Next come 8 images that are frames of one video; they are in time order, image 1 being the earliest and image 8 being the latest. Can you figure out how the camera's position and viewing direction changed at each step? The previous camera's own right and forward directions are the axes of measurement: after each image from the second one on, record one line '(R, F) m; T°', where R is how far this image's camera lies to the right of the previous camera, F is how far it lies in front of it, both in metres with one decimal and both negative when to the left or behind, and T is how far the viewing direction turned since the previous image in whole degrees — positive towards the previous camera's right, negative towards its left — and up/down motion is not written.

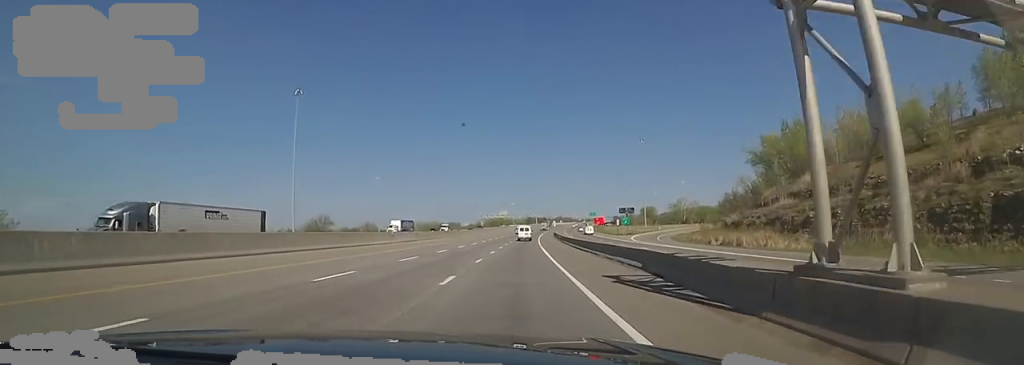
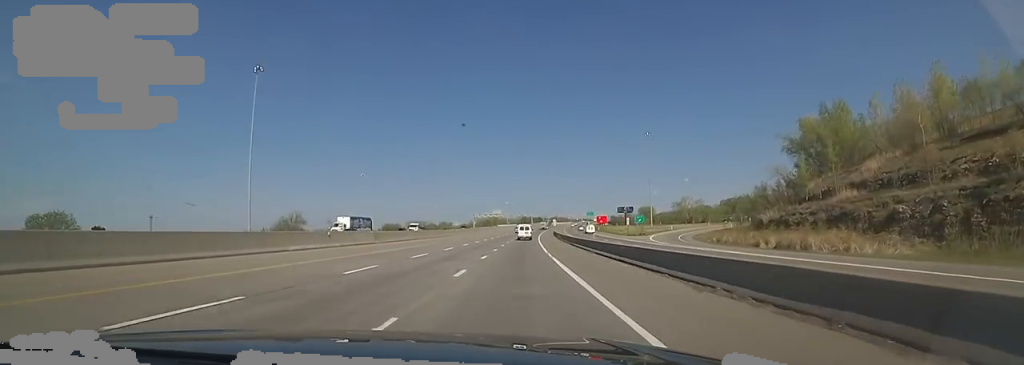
(0.0, +17.2) m; +1°
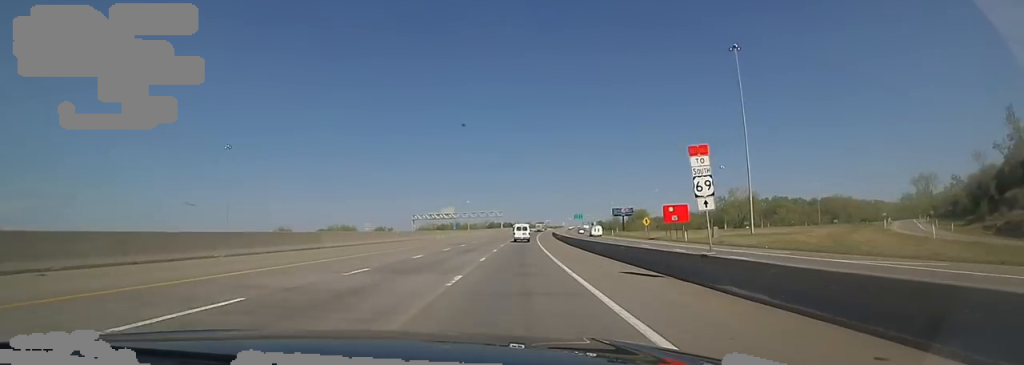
(+4.0, +99.4) m; +4°
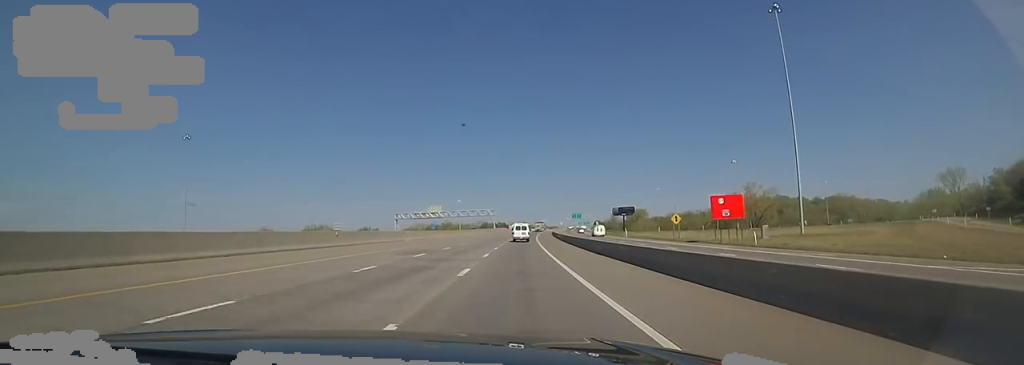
(+0.4, +18.5) m; 0°
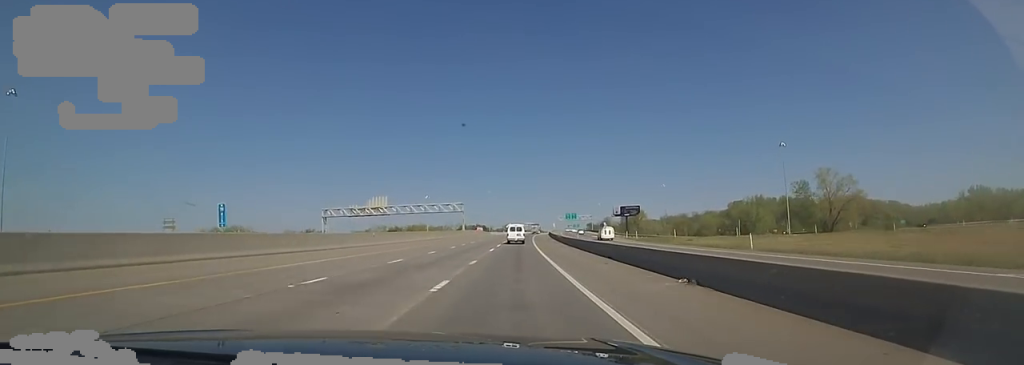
(+0.5, +53.3) m; +3°
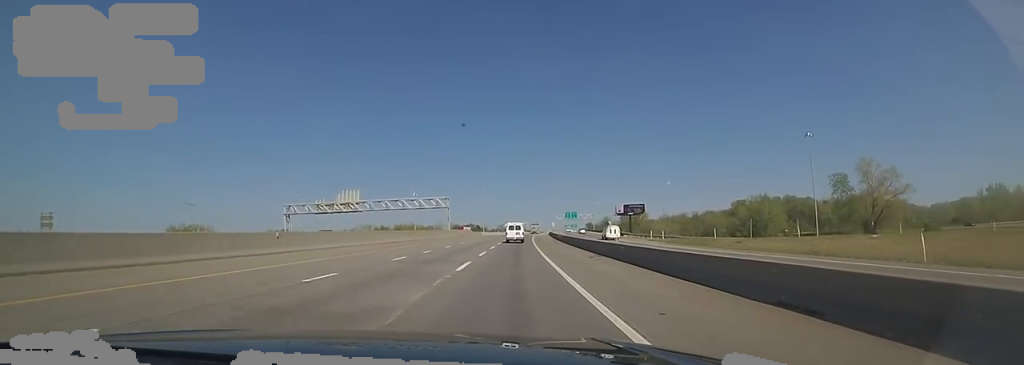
(+0.2, +18.5) m; +2°
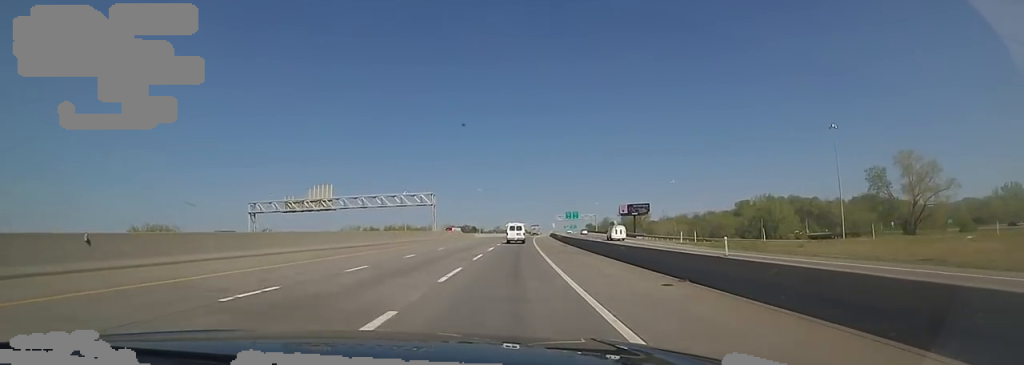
(+0.3, +13.7) m; 0°
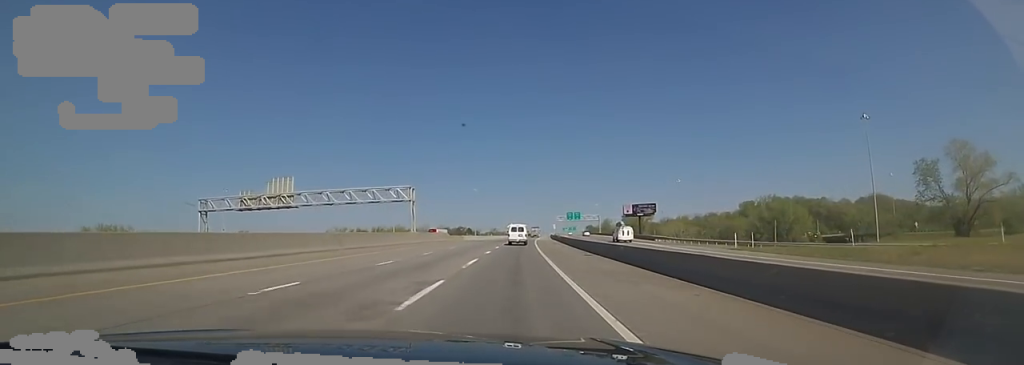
(+0.4, +14.8) m; 0°
